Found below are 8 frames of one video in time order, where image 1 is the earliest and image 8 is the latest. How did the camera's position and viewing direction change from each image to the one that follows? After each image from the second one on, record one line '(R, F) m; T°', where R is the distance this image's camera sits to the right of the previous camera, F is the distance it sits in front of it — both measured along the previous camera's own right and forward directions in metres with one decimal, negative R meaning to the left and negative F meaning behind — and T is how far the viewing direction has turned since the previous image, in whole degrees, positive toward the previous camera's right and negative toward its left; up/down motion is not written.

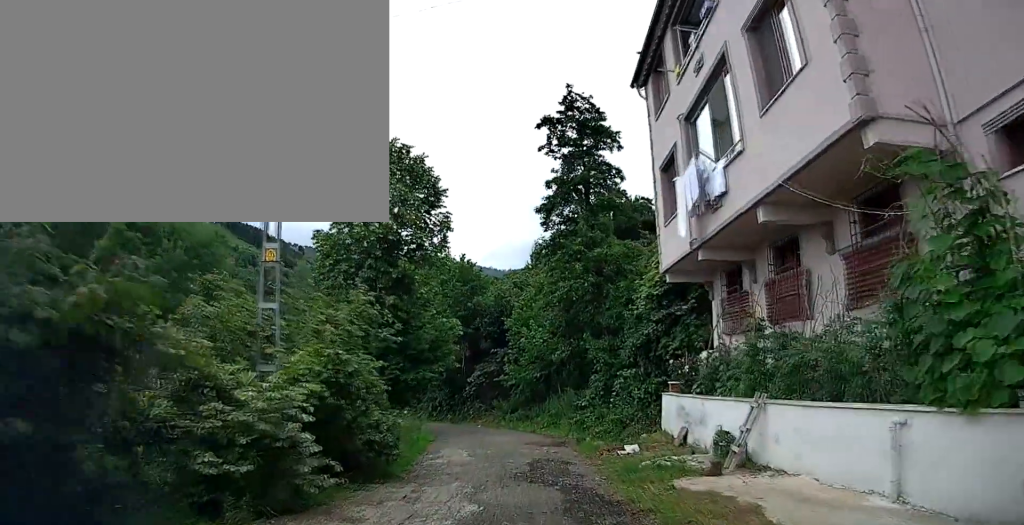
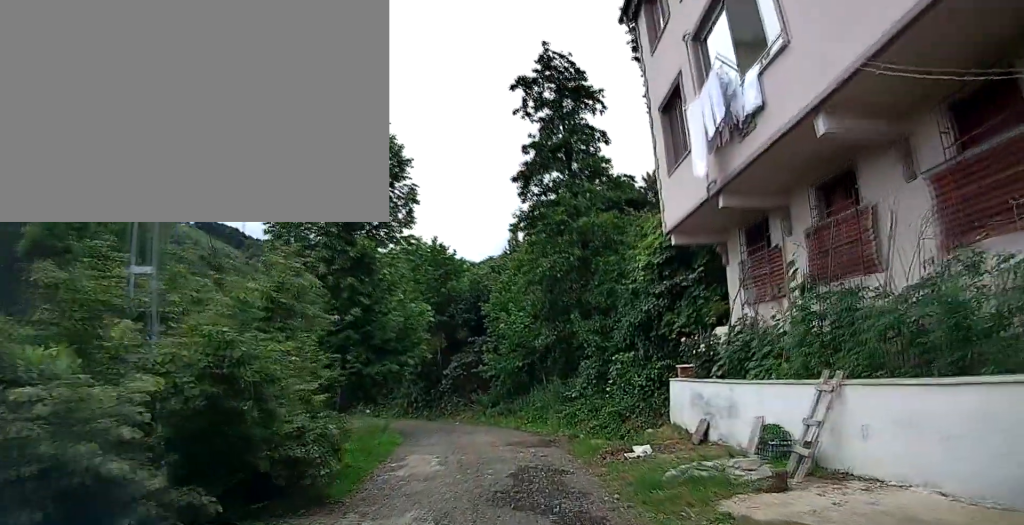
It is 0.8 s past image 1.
(+0.1, +2.9) m; +2°
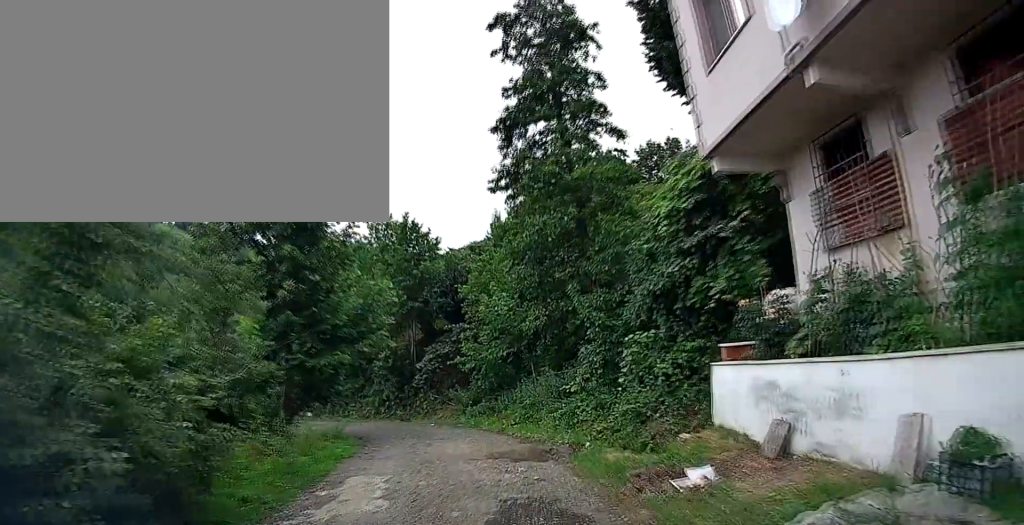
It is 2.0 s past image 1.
(+0.1, +3.9) m; +2°
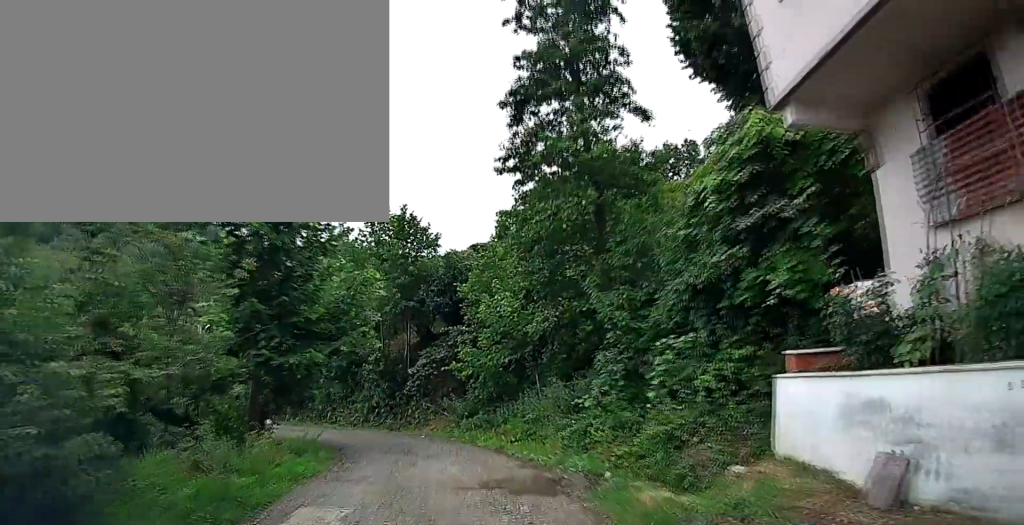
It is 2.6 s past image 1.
(0.0, +2.2) m; 0°
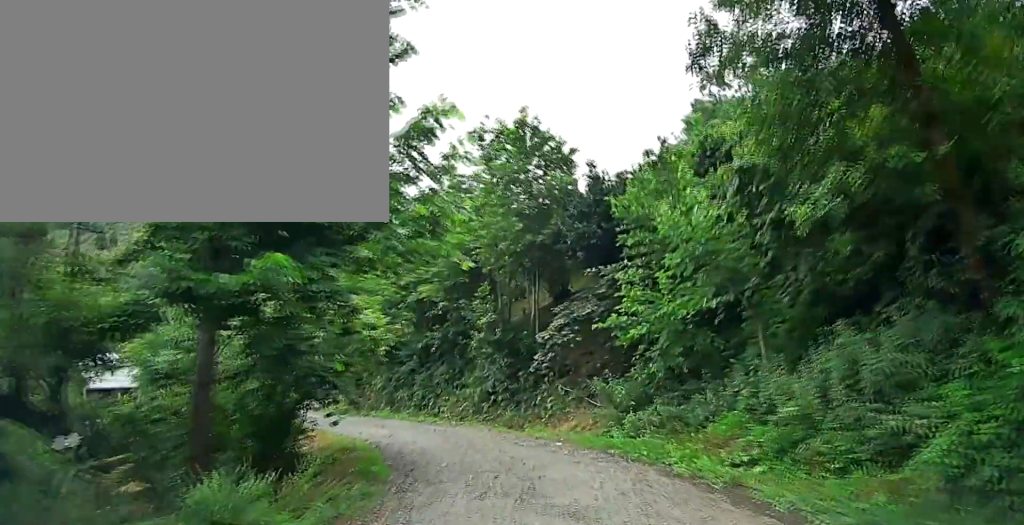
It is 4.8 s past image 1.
(-0.3, +8.2) m; -7°
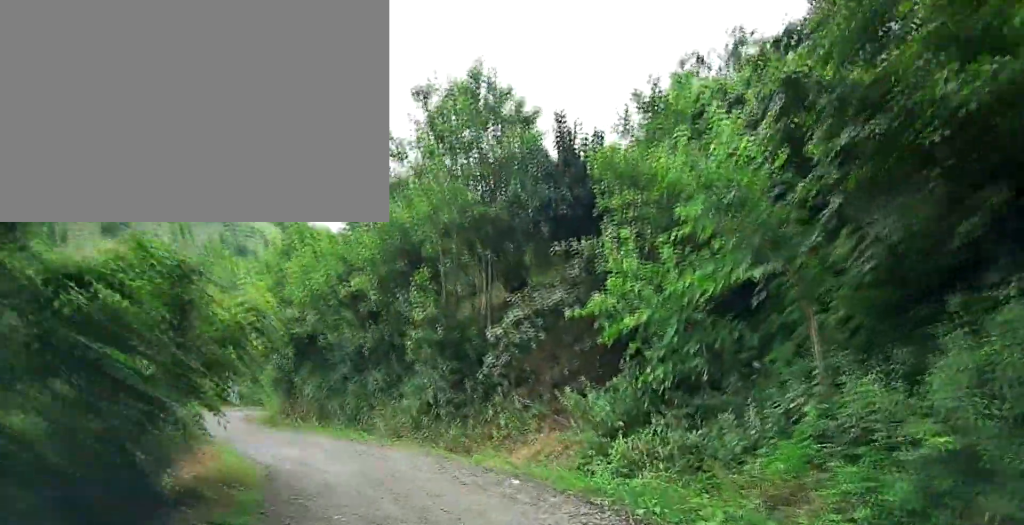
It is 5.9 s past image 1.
(-0.1, +3.7) m; -5°
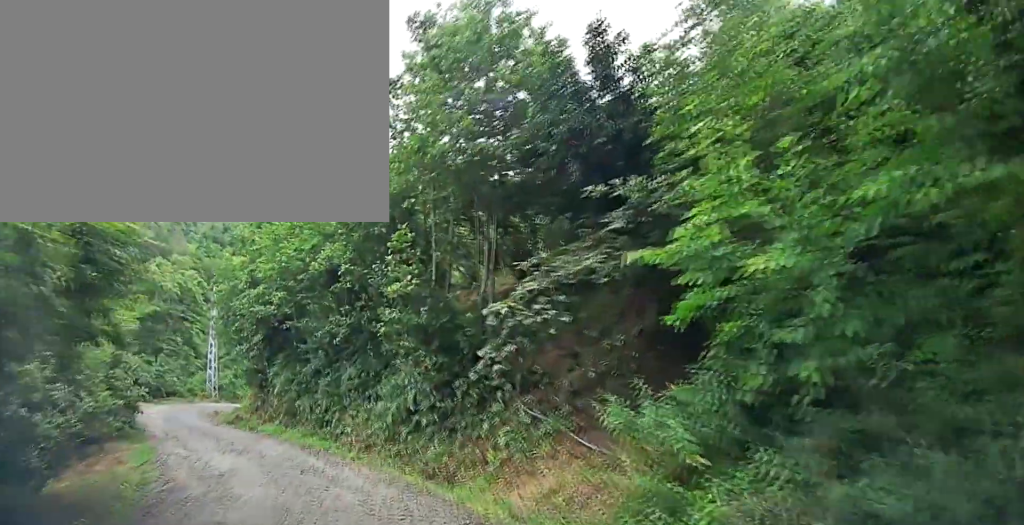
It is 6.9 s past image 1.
(-0.2, +3.3) m; -5°
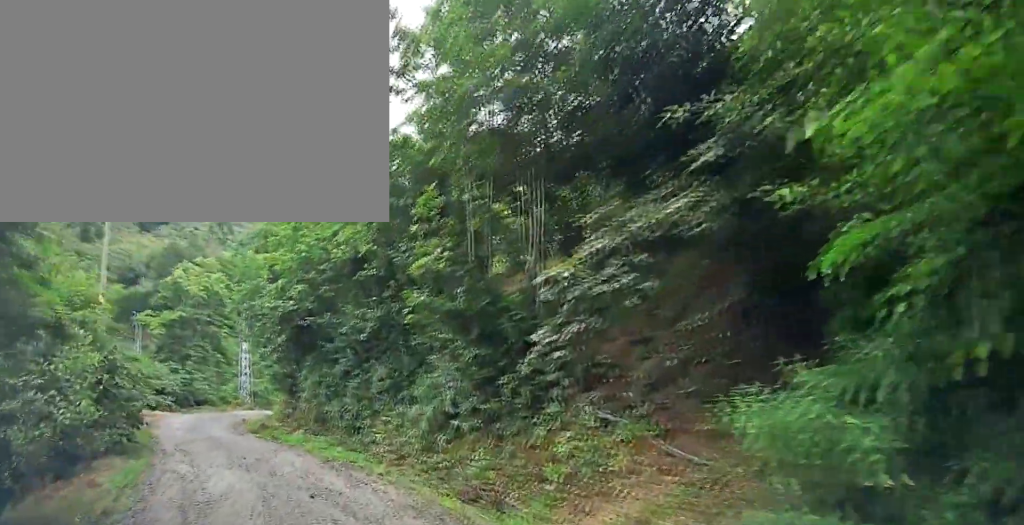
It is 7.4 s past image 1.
(-0.1, +1.8) m; -3°
